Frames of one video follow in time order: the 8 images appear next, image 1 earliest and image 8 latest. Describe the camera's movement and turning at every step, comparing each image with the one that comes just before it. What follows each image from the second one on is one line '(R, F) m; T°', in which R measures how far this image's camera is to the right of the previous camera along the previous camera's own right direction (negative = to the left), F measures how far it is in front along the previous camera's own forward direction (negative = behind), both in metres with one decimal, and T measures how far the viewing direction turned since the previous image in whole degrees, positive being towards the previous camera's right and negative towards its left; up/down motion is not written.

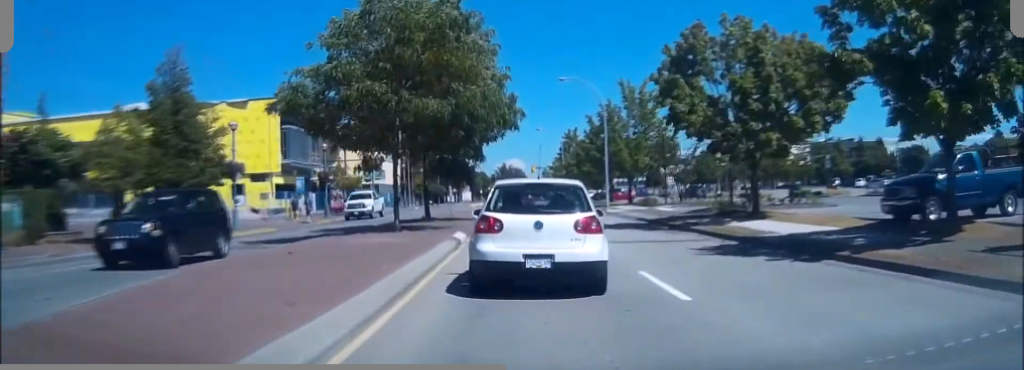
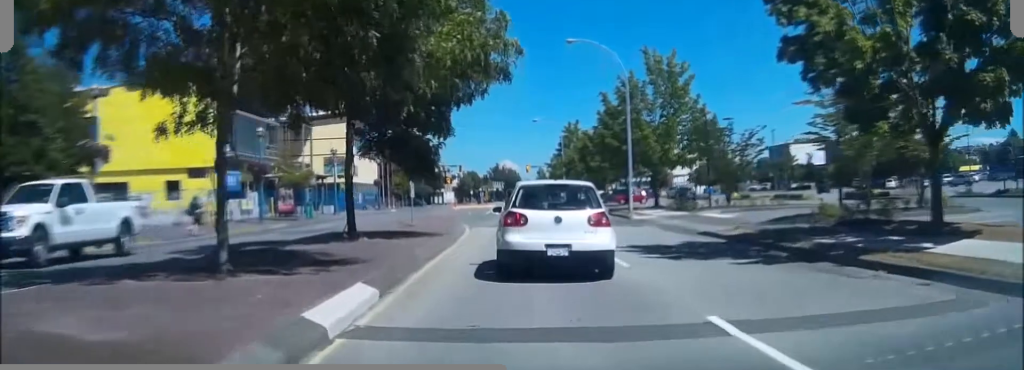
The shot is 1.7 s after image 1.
(+0.1, +13.9) m; 0°
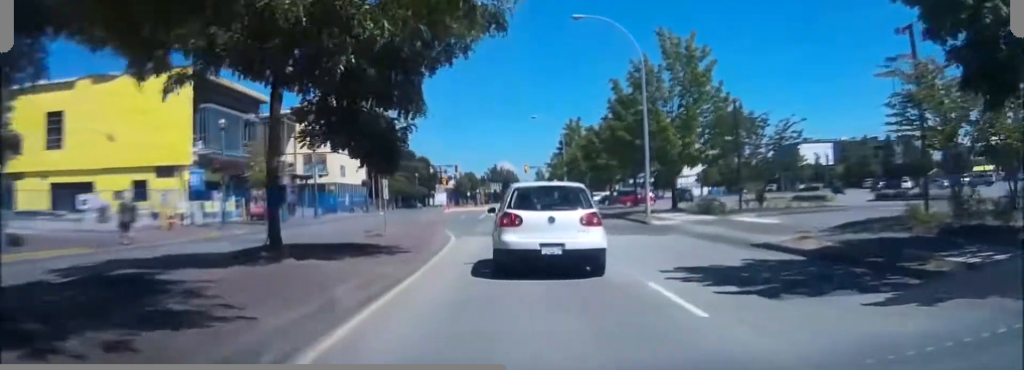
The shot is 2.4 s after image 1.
(0.0, +5.8) m; -1°
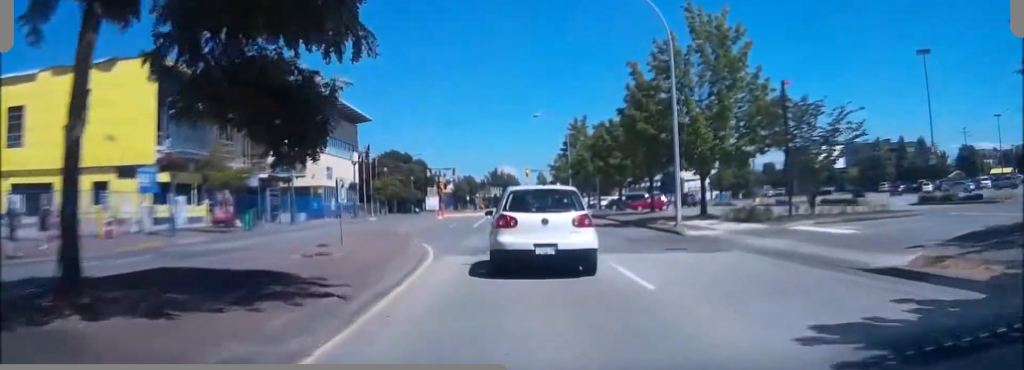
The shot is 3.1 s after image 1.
(0.0, +6.3) m; -1°
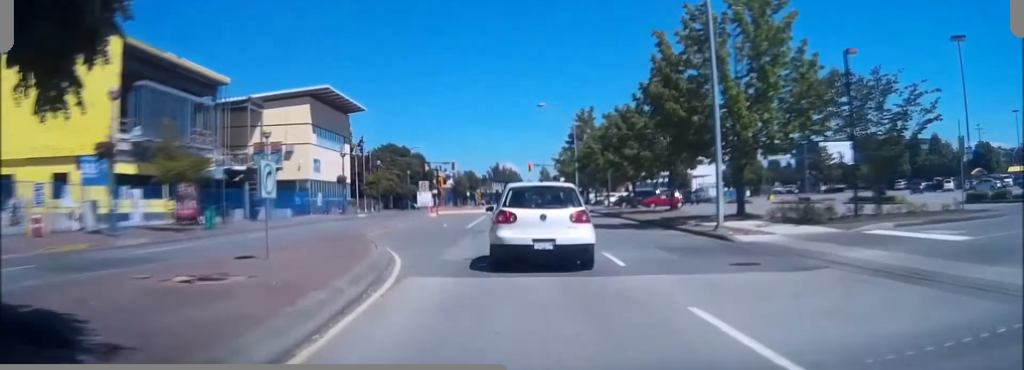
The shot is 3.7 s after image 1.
(-0.1, +5.5) m; 0°
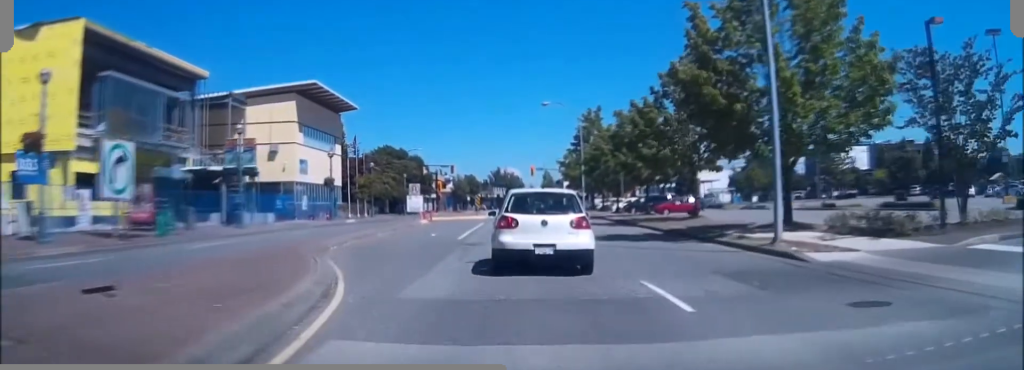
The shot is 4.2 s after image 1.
(0.0, +5.0) m; 0°
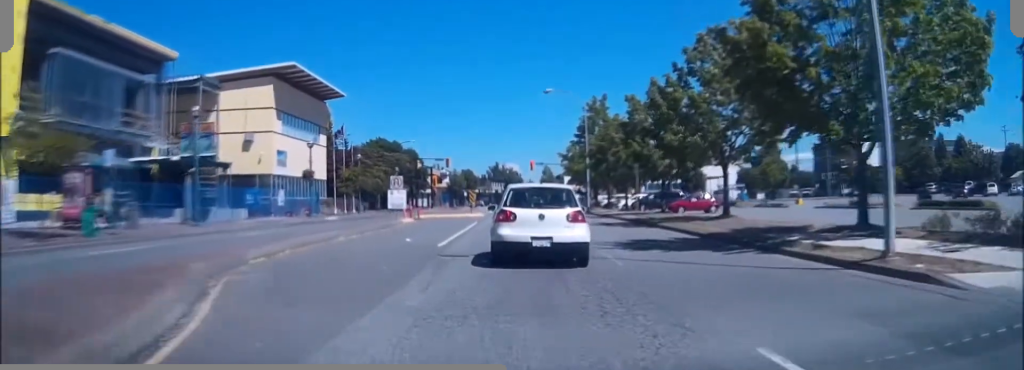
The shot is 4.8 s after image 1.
(+0.1, +5.7) m; 0°
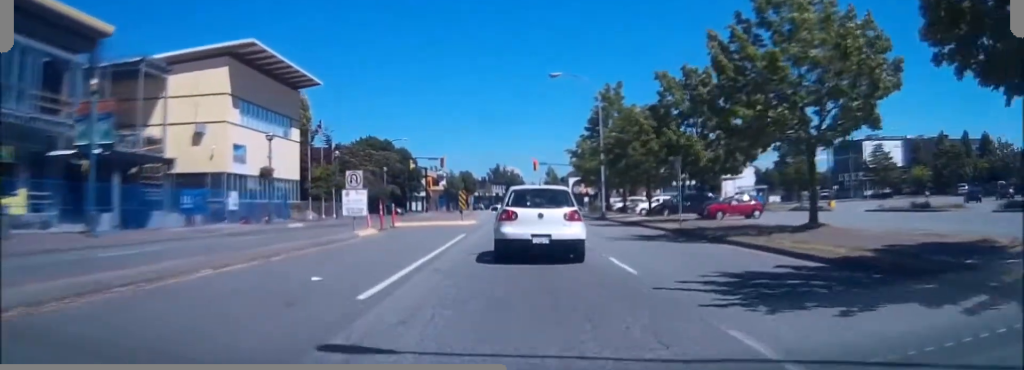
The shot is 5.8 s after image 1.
(-0.1, +9.6) m; 0°
